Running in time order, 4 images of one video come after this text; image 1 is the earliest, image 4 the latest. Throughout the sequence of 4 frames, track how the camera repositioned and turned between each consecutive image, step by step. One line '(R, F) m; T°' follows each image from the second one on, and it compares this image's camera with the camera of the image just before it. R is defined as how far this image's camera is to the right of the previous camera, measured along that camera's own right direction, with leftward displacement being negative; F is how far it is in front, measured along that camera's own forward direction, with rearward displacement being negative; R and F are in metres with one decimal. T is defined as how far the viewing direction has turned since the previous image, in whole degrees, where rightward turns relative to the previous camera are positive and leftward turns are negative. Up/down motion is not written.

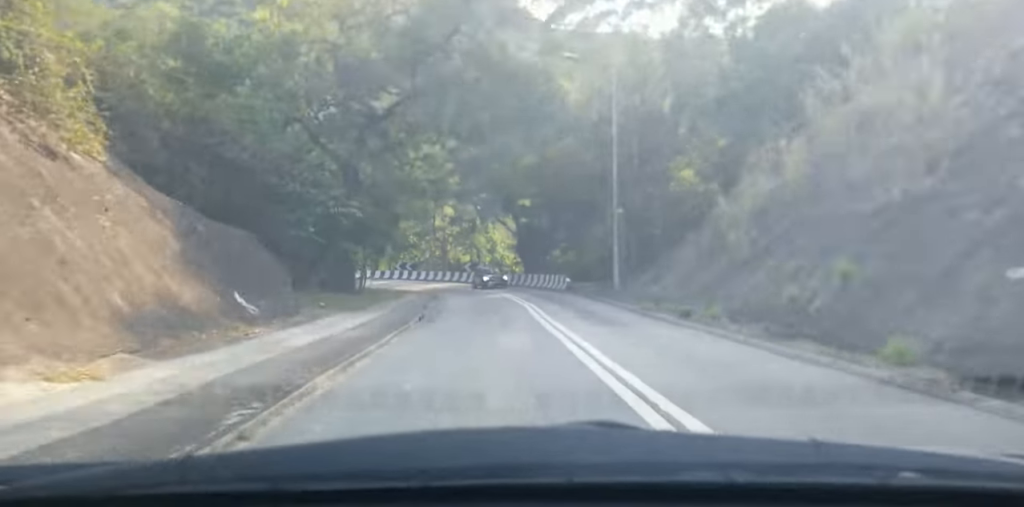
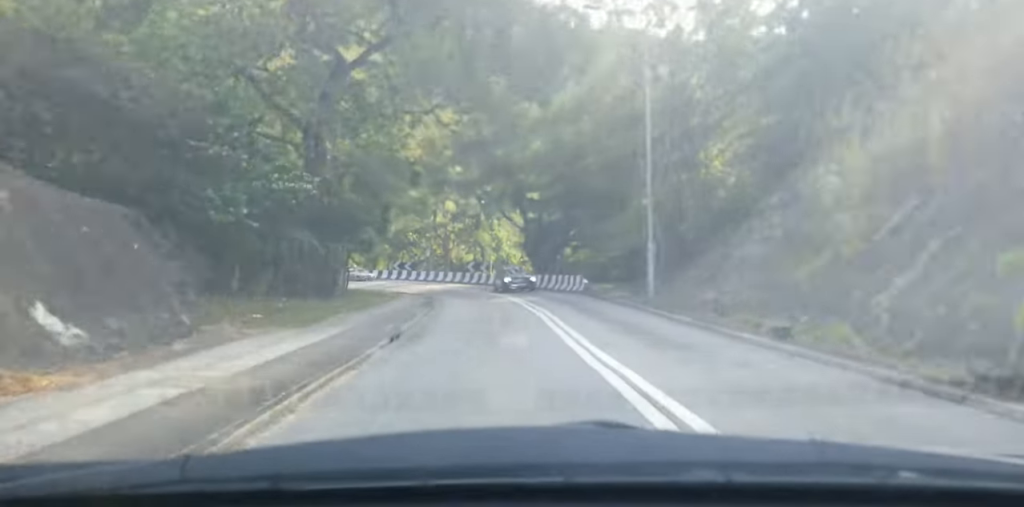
(-0.2, +6.2) m; 0°
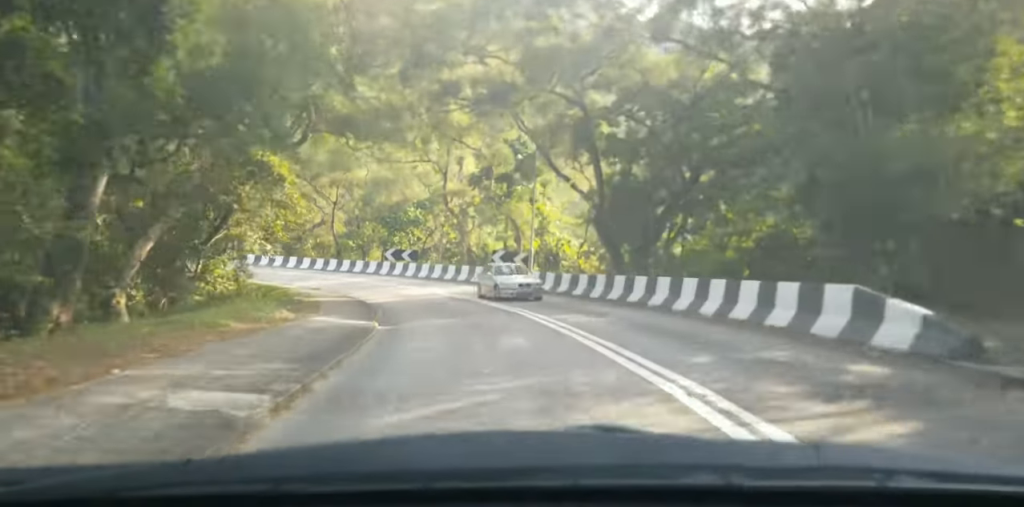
(-0.1, +27.8) m; -3°
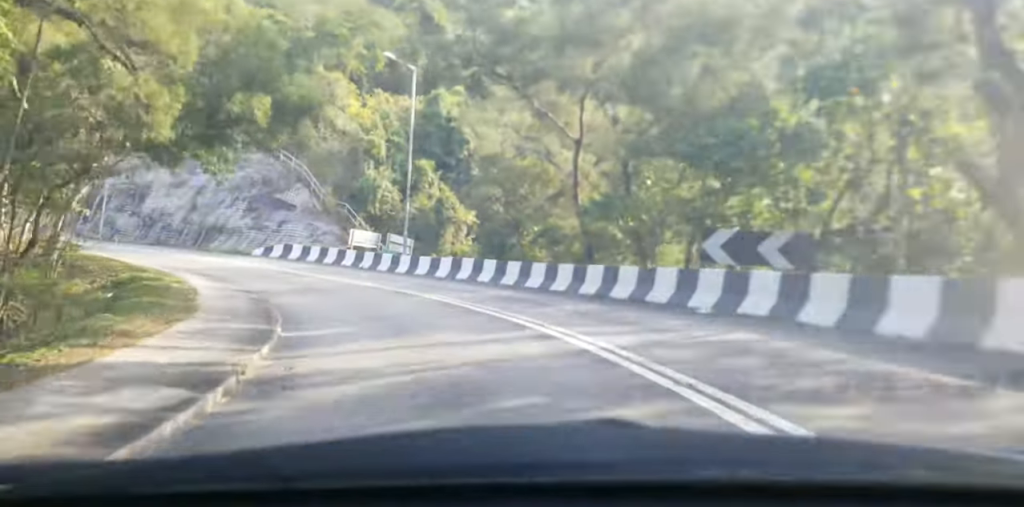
(-5.5, +38.5) m; -19°
